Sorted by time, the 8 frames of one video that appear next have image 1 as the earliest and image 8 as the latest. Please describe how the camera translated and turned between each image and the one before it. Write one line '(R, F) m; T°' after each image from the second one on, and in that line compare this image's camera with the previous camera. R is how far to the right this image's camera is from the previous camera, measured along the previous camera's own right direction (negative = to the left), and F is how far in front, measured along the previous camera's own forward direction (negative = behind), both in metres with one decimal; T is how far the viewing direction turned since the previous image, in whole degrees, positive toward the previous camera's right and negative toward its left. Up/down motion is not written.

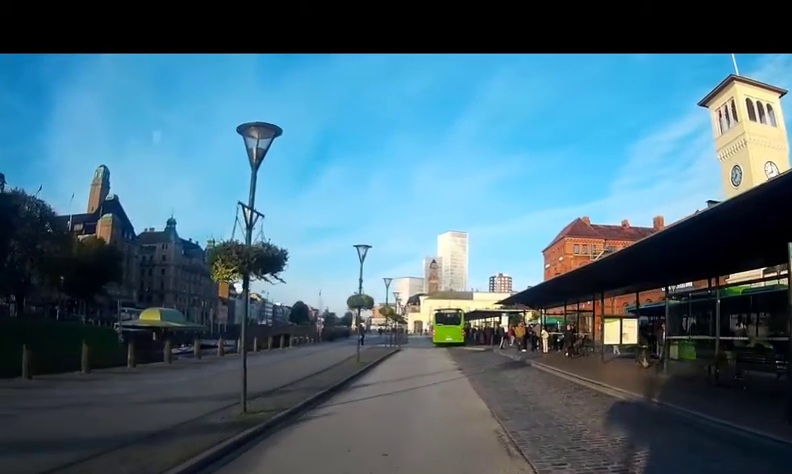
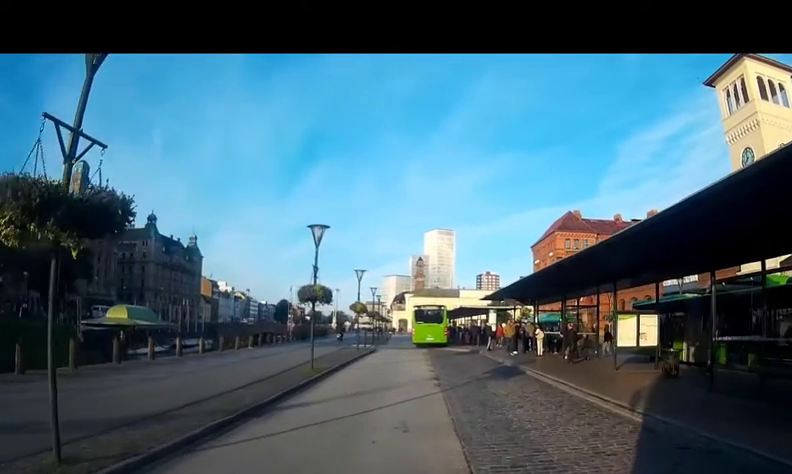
(+0.4, +4.1) m; +1°
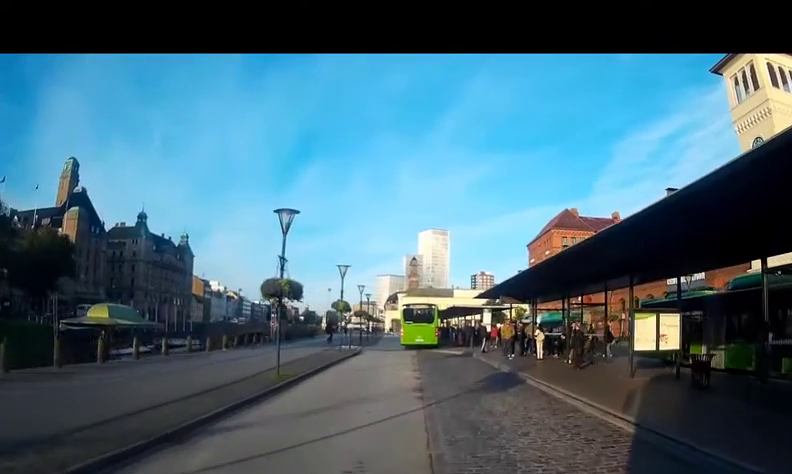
(-0.2, +2.6) m; 0°
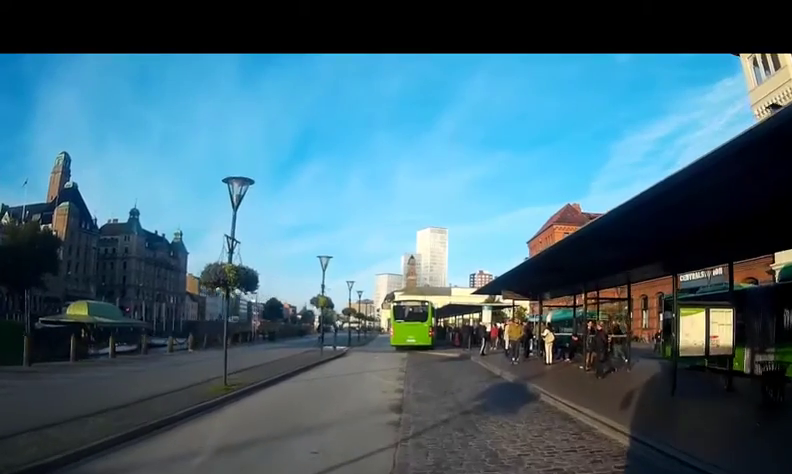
(+0.1, +3.4) m; 0°
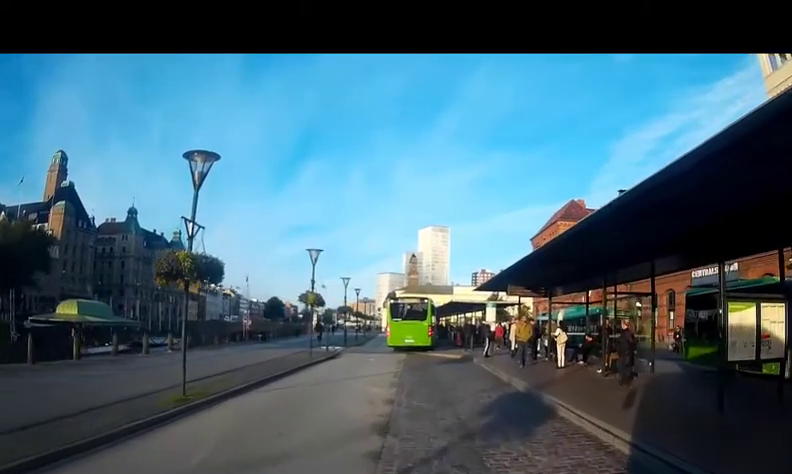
(+0.2, +2.1) m; 0°
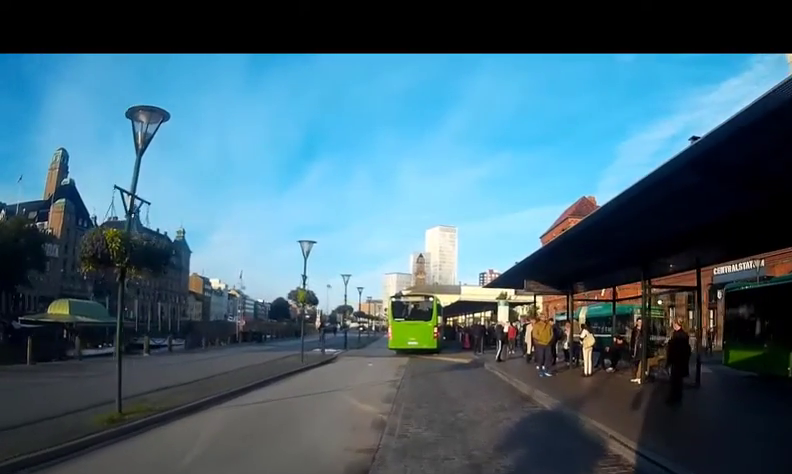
(-0.3, +2.5) m; -4°
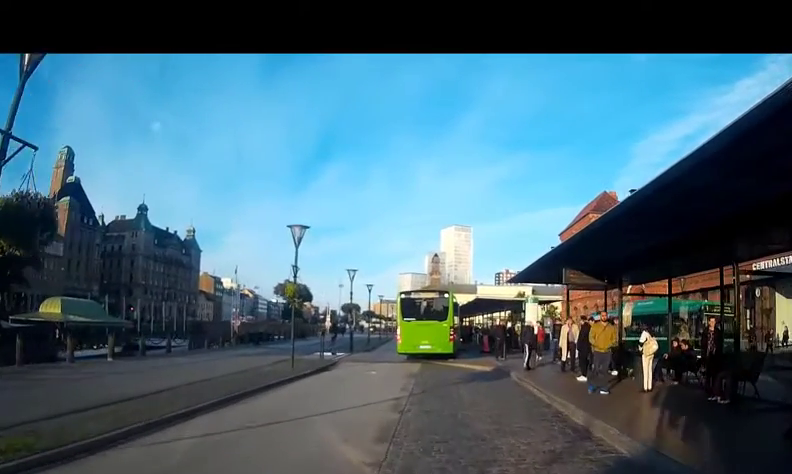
(-0.2, +3.5) m; -3°
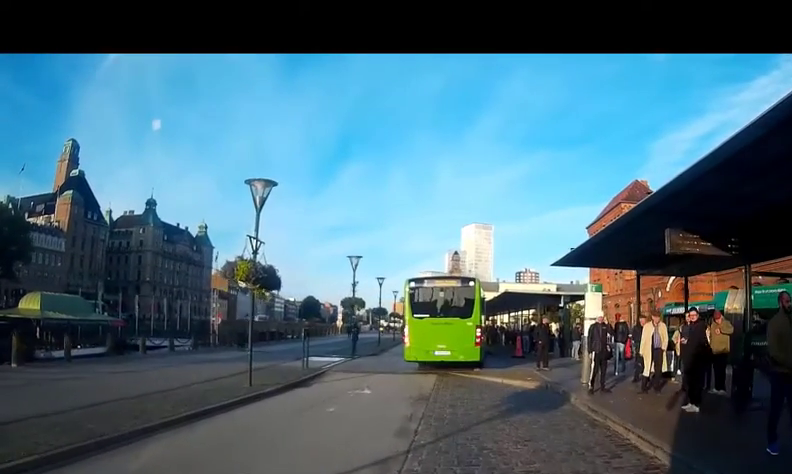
(-0.1, +5.8) m; -1°
